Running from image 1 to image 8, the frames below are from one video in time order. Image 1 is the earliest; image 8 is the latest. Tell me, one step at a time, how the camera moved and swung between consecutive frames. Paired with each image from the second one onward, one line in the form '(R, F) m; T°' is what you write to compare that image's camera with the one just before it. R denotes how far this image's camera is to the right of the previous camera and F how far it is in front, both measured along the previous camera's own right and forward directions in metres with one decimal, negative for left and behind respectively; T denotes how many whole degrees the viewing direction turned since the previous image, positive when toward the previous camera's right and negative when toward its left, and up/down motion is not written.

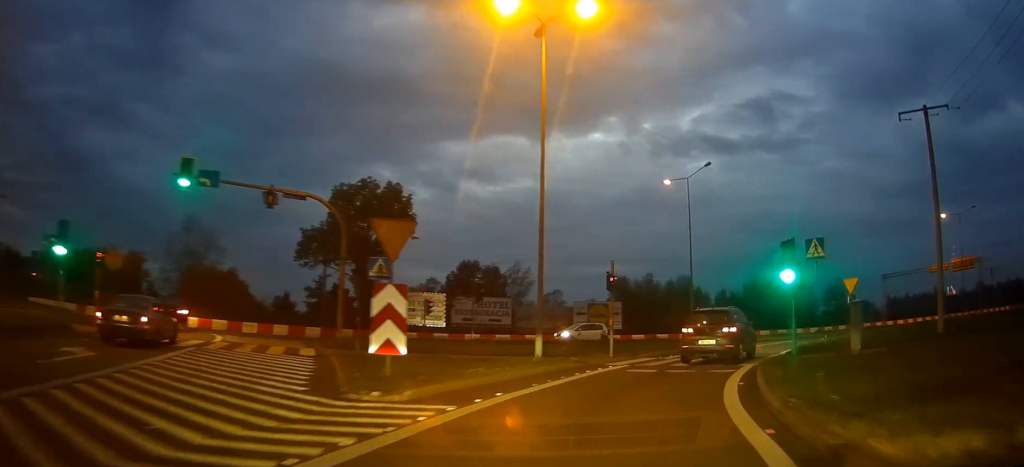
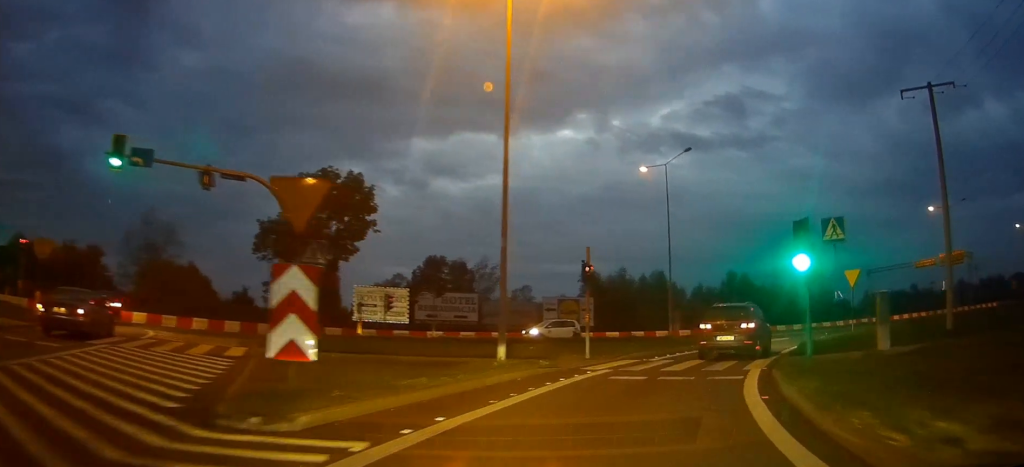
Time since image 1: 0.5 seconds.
(-0.1, +3.1) m; +3°
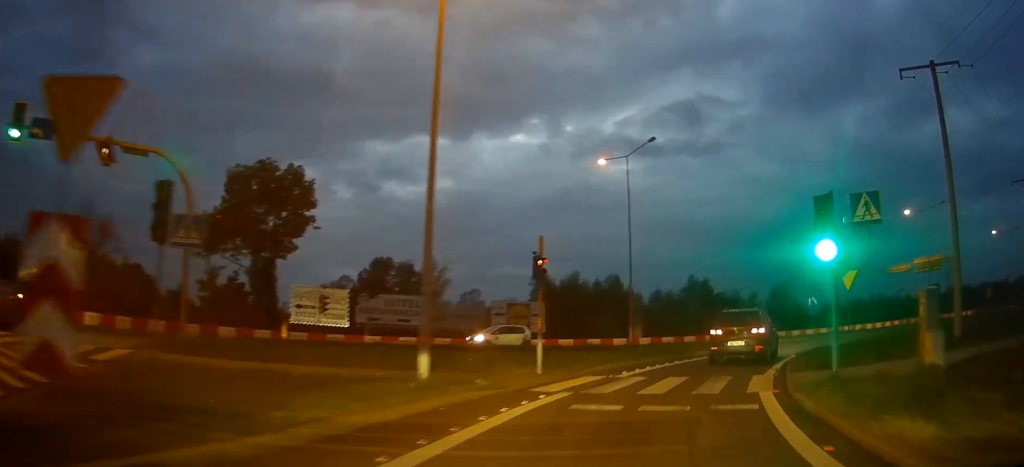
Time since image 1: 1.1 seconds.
(+0.2, +4.1) m; +6°
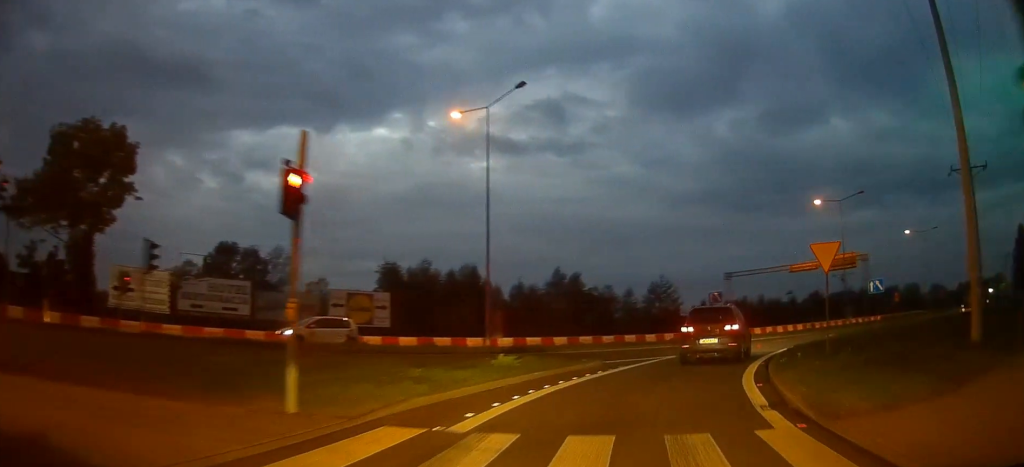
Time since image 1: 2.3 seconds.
(+1.0, +8.1) m; +15°
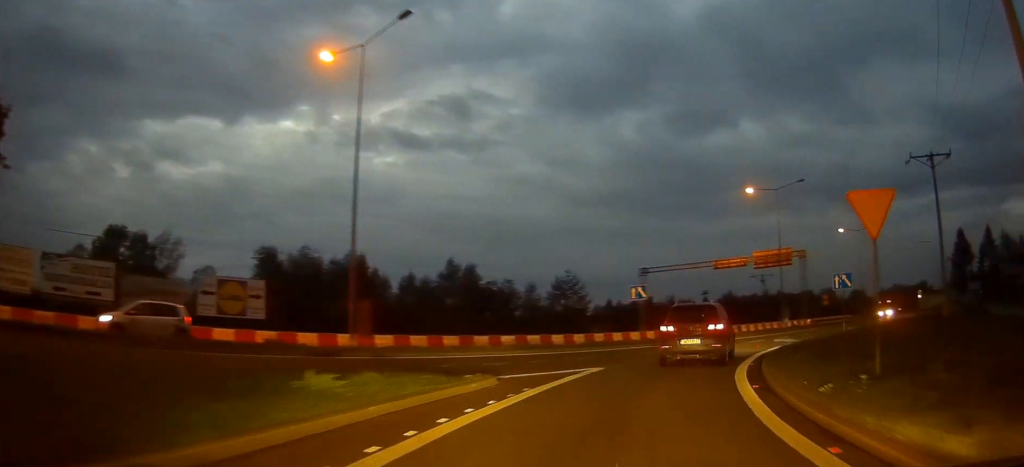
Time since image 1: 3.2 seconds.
(+0.6, +6.3) m; +9°
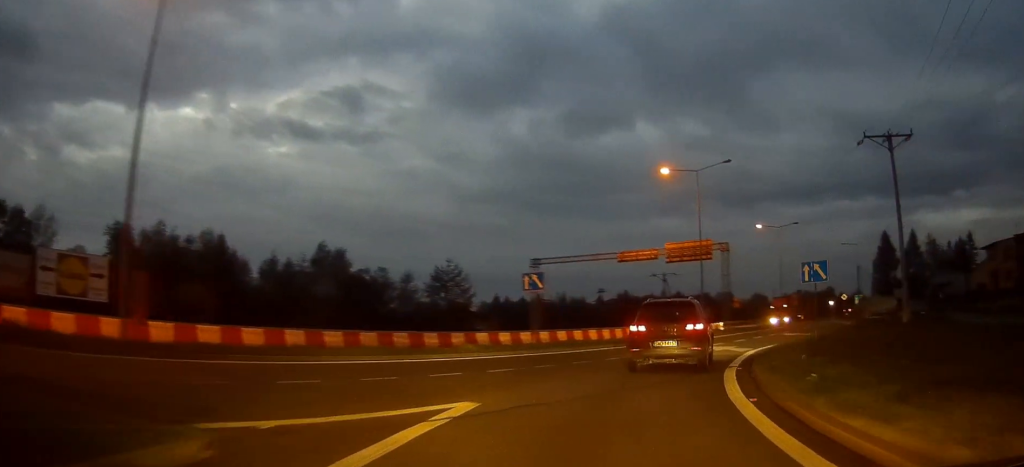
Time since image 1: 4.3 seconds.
(+0.6, +7.7) m; +11°
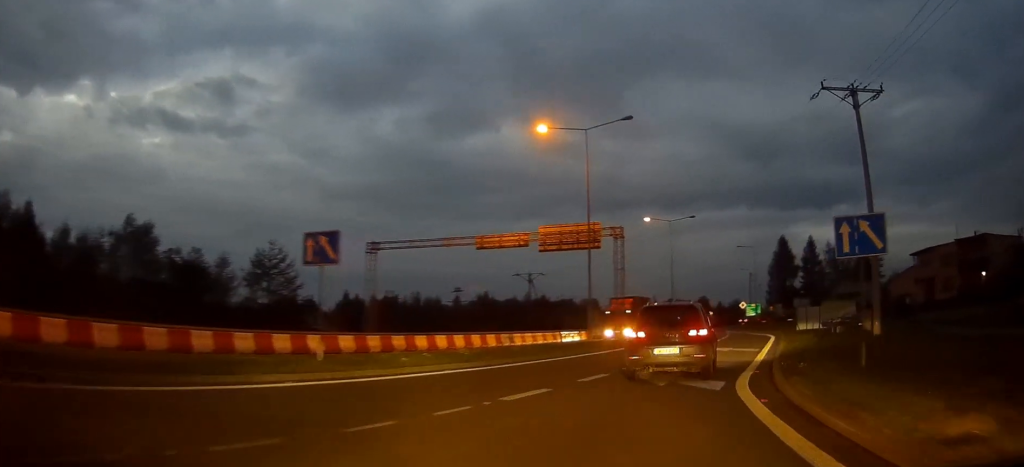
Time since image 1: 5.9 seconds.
(+1.9, +12.2) m; +14°
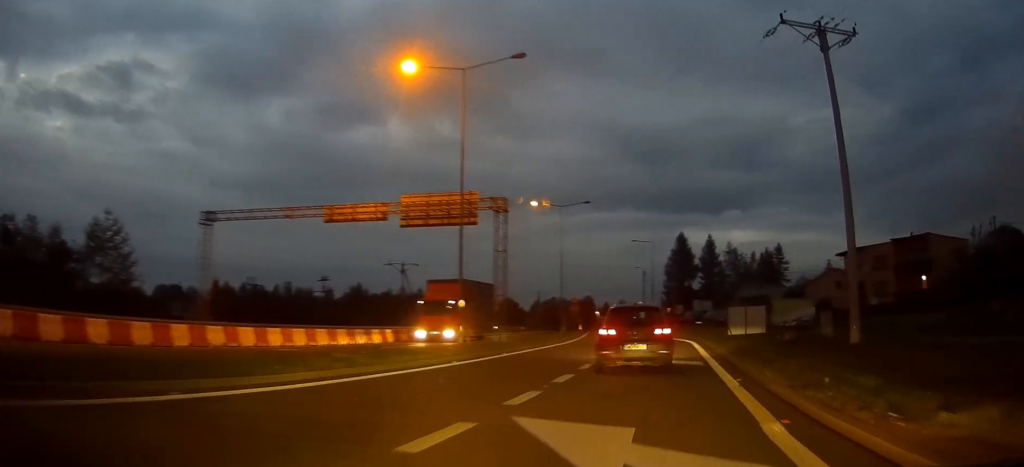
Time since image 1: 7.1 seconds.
(+0.1, +9.9) m; +2°
